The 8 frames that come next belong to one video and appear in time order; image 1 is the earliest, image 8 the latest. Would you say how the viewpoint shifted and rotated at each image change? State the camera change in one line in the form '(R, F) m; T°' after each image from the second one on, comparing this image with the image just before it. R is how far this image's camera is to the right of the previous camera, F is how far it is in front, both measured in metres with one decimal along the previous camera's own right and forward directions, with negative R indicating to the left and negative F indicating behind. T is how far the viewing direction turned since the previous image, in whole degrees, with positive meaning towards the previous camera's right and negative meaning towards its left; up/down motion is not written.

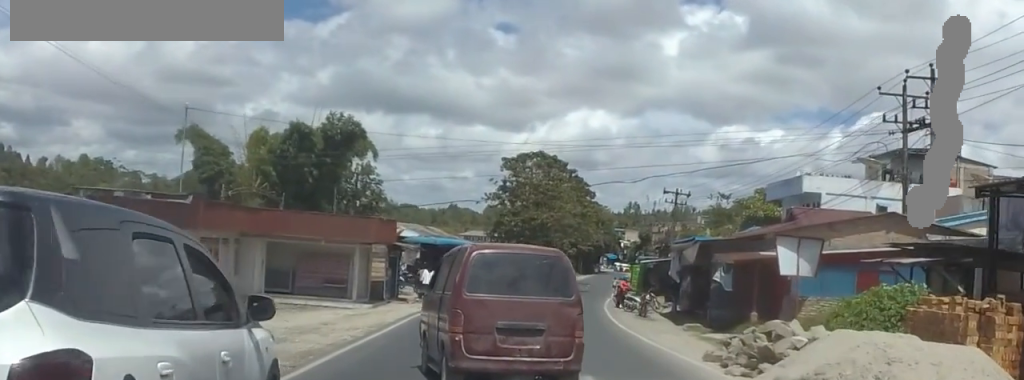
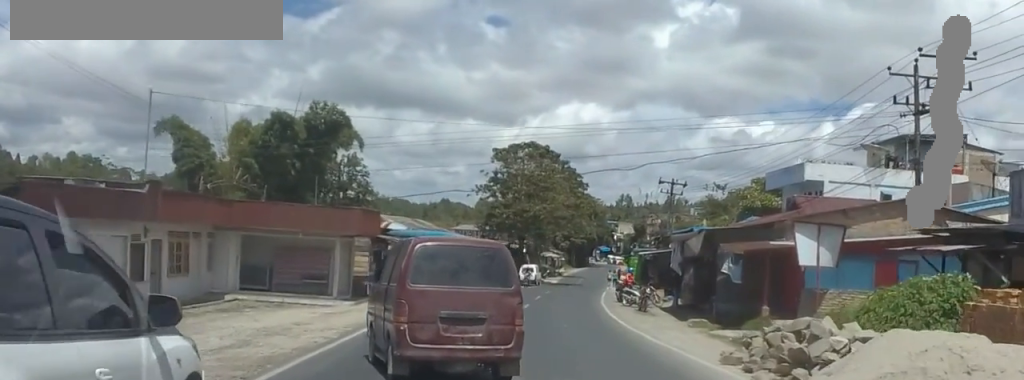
(+0.1, +2.8) m; +5°
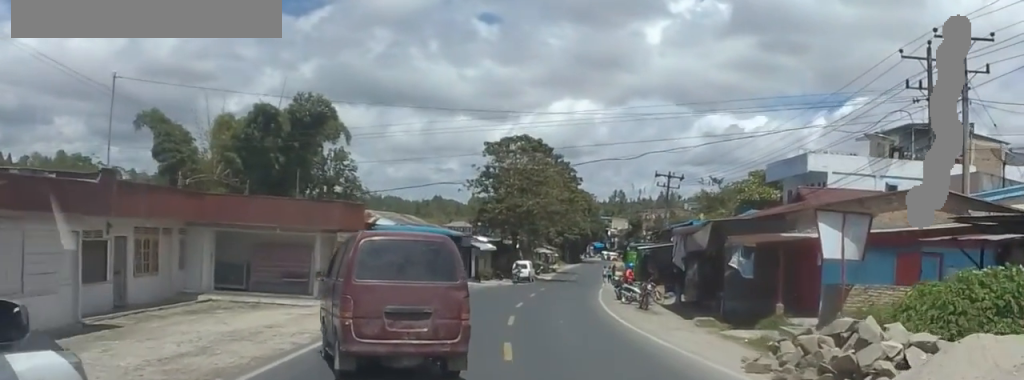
(+0.1, +2.6) m; +1°
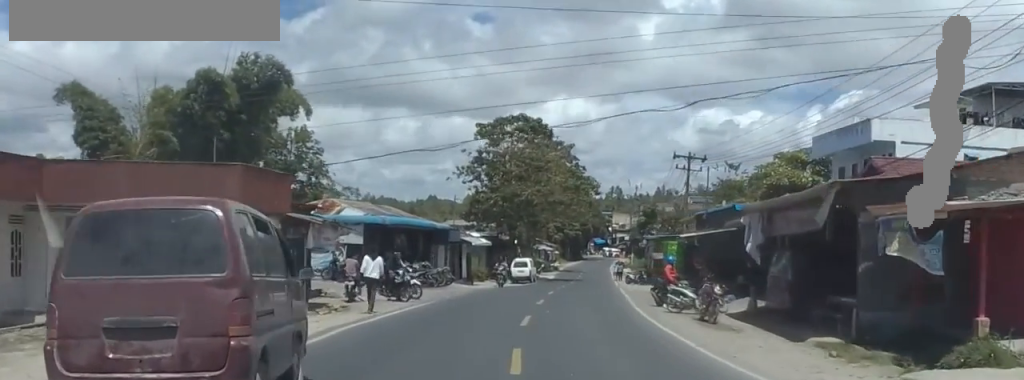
(+0.3, +10.8) m; +1°
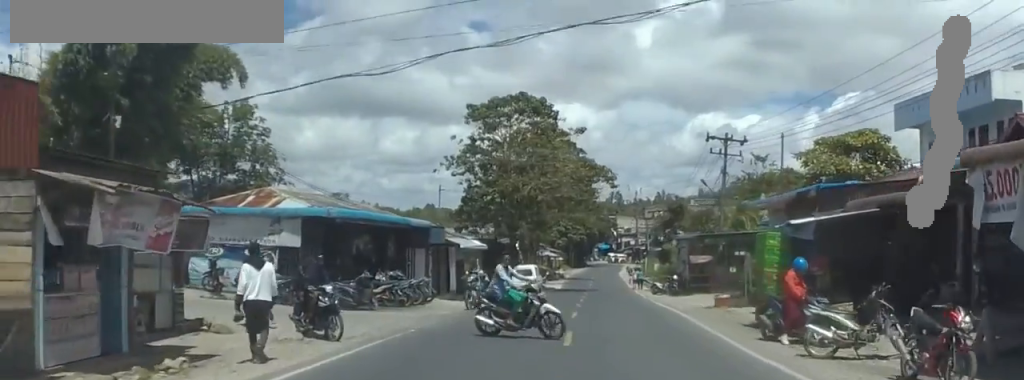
(0.0, +11.7) m; -1°
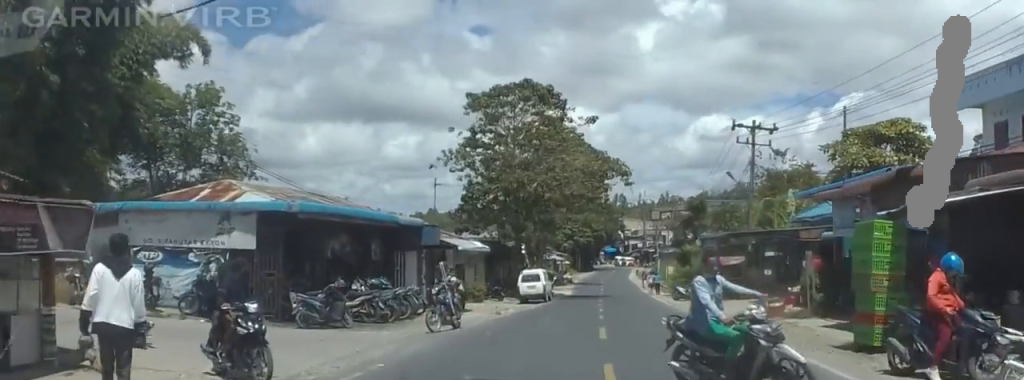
(0.0, +5.9) m; -2°
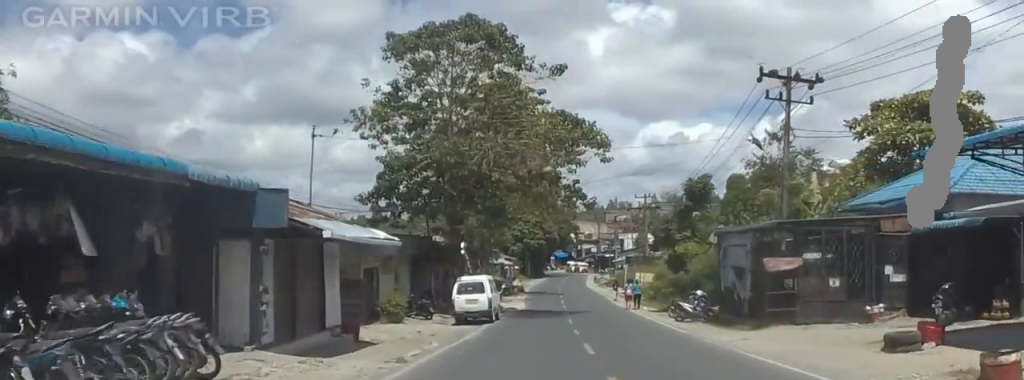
(-1.0, +16.3) m; +2°
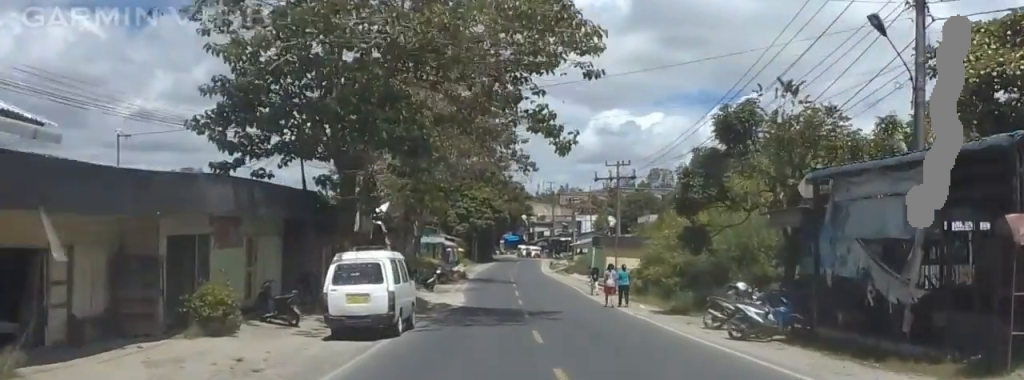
(+2.1, +16.3) m; +6°
